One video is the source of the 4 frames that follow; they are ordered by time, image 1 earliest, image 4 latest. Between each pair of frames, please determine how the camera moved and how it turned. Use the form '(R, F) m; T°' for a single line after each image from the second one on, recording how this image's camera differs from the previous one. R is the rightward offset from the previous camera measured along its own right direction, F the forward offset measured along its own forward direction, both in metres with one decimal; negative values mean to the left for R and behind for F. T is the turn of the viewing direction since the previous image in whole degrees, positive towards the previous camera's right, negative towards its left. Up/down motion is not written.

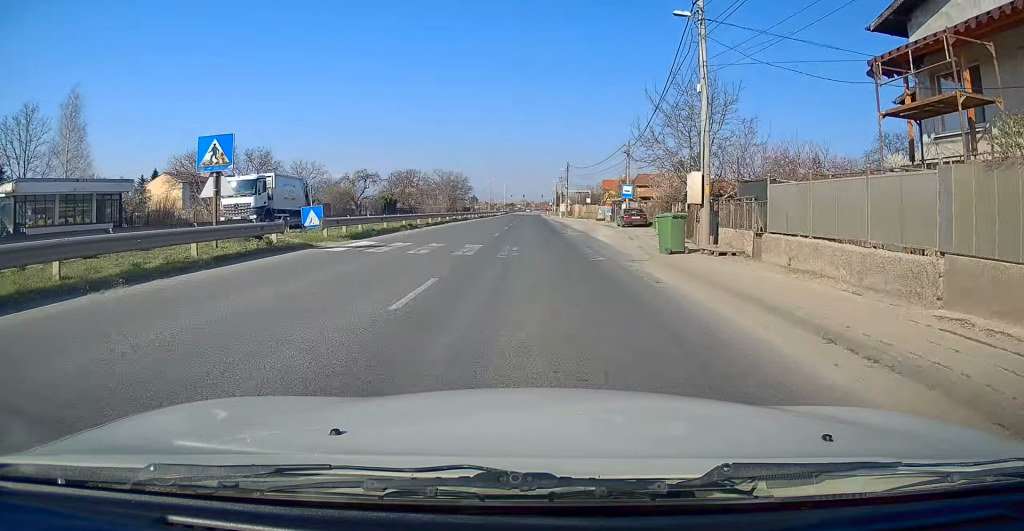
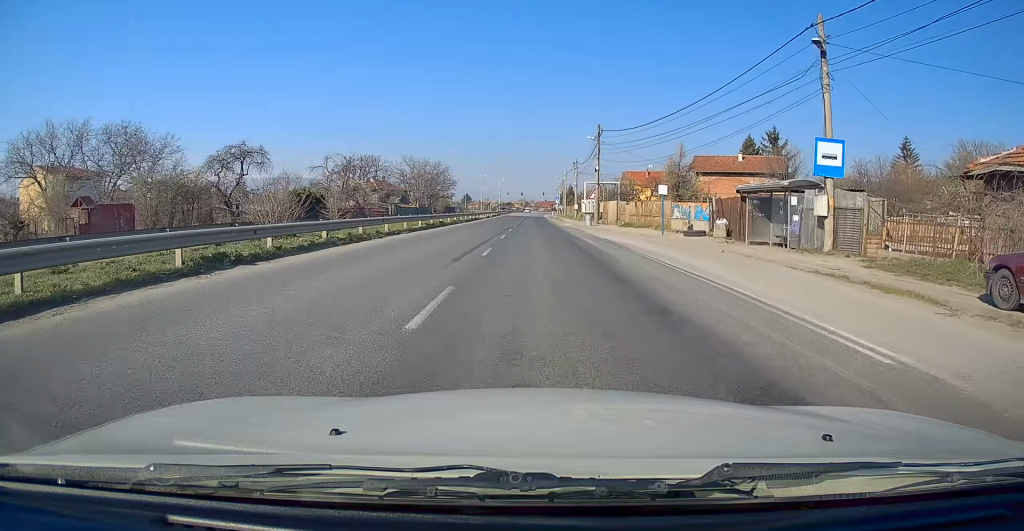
(-0.4, +37.2) m; 0°
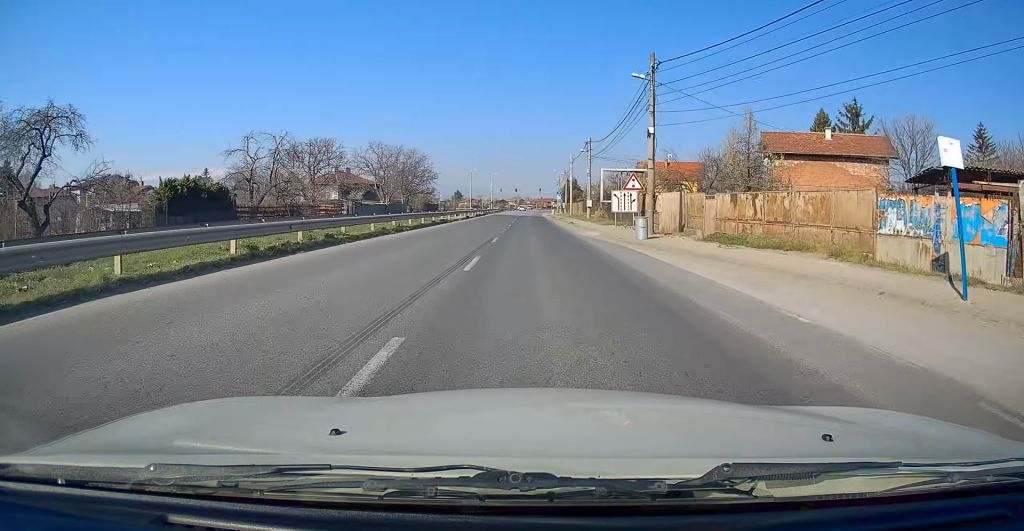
(+0.2, +21.8) m; +2°
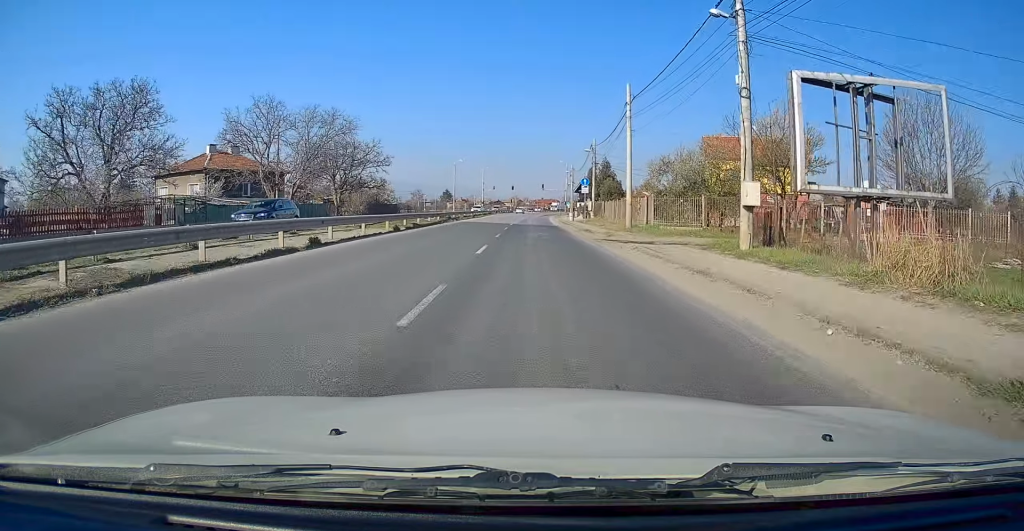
(-0.8, +40.9) m; 0°
